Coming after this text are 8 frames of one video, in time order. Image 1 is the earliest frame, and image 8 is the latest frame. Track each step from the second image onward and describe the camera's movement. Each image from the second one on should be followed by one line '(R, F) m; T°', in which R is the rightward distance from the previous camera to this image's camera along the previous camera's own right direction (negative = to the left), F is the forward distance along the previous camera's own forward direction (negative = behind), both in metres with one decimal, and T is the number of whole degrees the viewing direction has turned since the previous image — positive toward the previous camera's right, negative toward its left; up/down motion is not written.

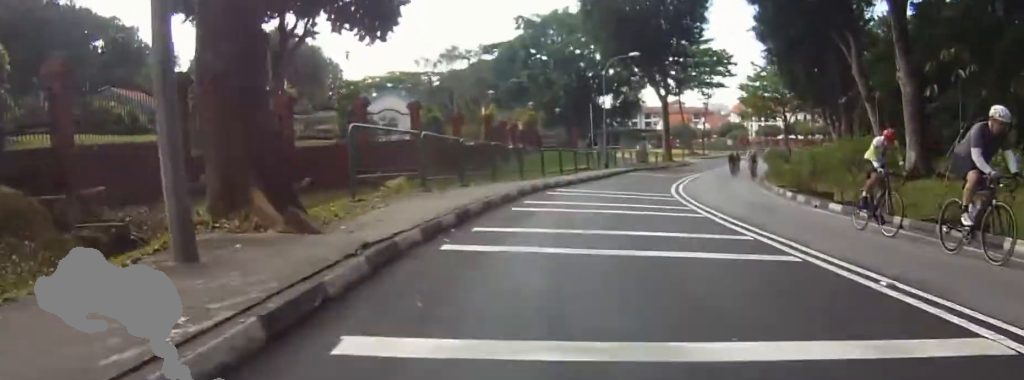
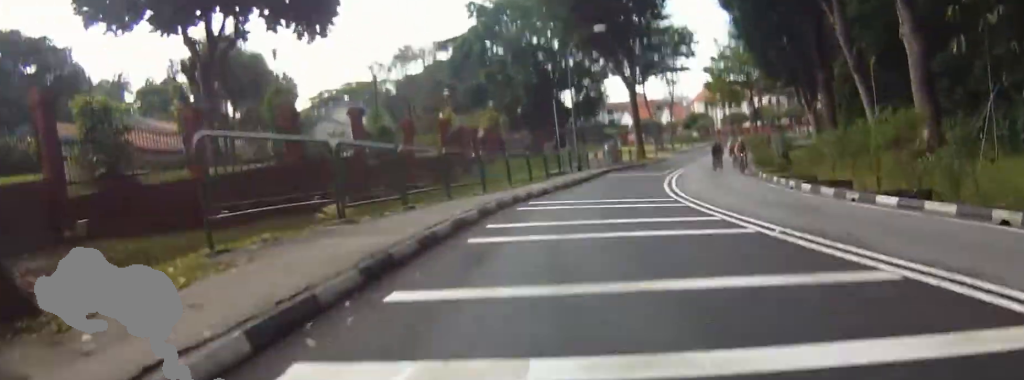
(+0.3, +2.0) m; -1°
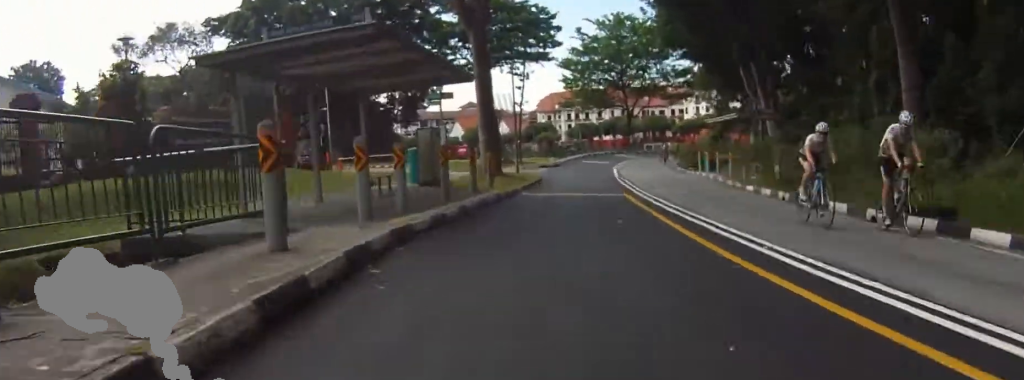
(-3.0, +27.6) m; -4°
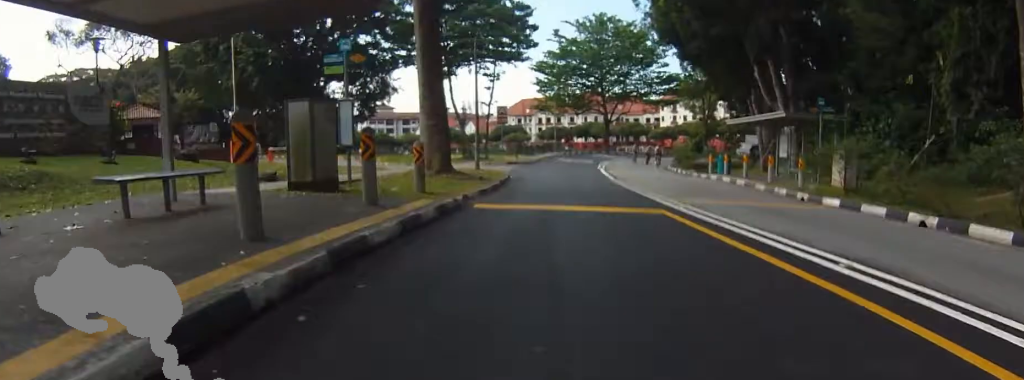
(-0.2, +8.4) m; -2°
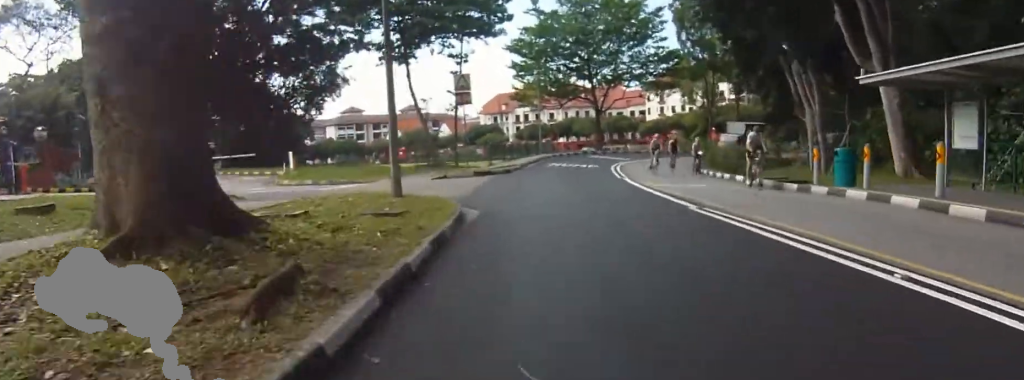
(-0.1, +13.3) m; +9°
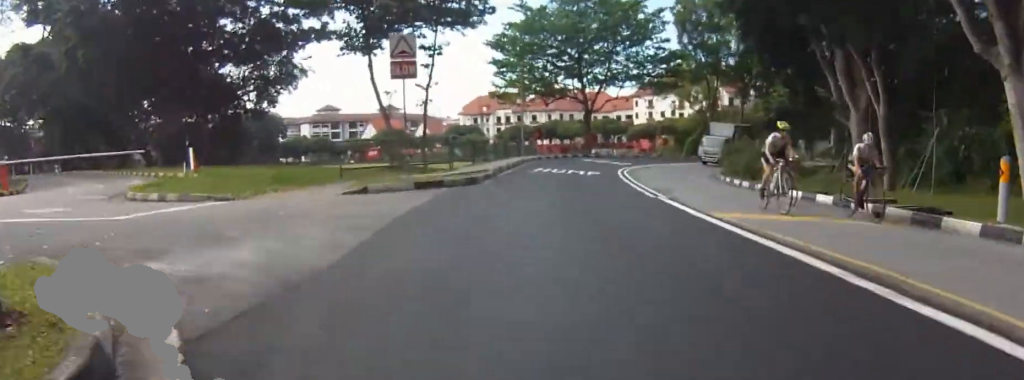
(+1.4, +8.9) m; 0°
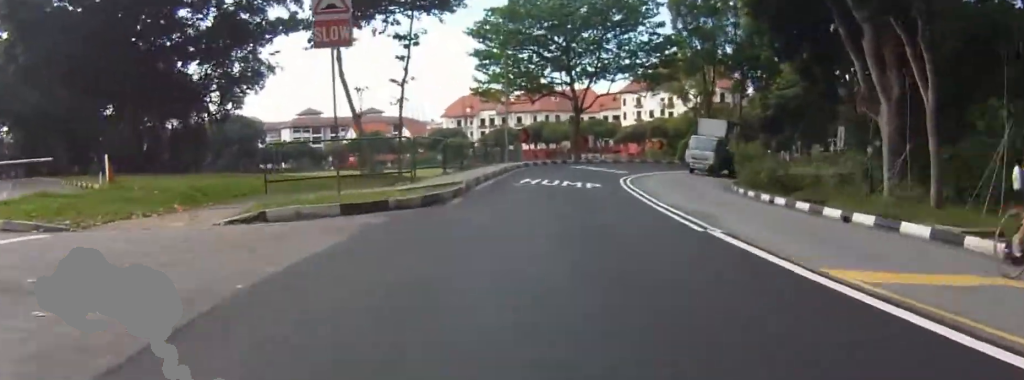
(-0.1, +5.0) m; -2°
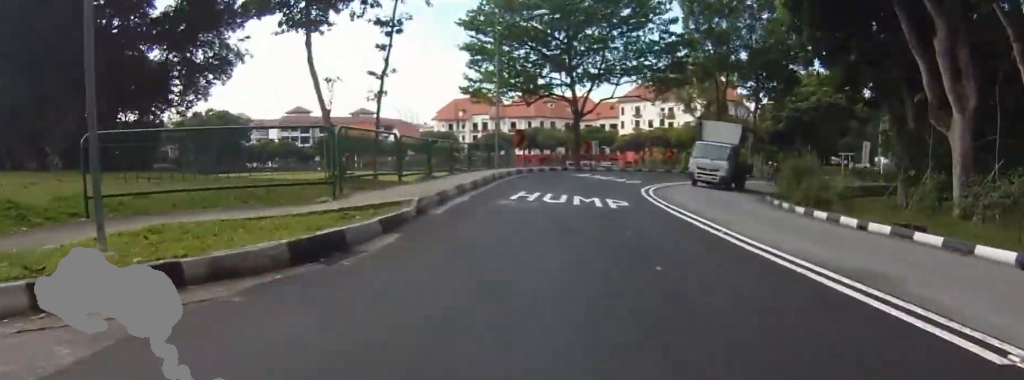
(-0.7, +6.8) m; -4°
